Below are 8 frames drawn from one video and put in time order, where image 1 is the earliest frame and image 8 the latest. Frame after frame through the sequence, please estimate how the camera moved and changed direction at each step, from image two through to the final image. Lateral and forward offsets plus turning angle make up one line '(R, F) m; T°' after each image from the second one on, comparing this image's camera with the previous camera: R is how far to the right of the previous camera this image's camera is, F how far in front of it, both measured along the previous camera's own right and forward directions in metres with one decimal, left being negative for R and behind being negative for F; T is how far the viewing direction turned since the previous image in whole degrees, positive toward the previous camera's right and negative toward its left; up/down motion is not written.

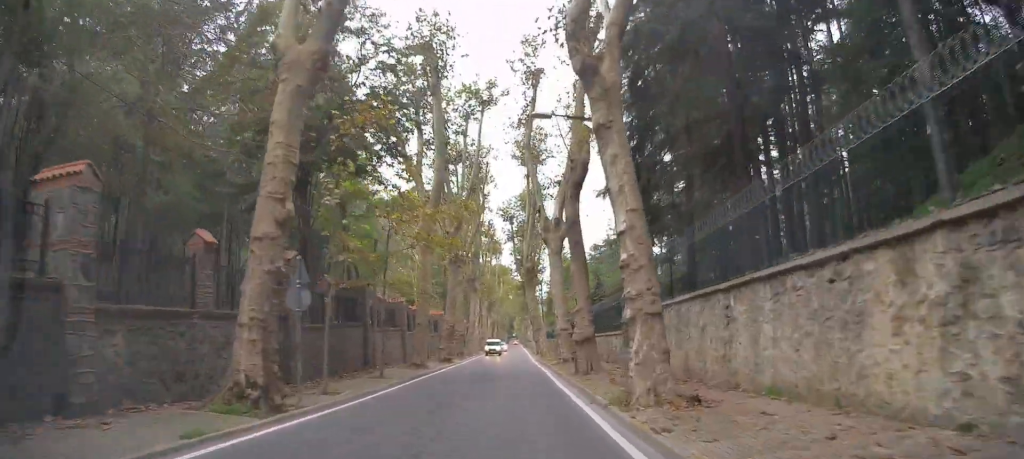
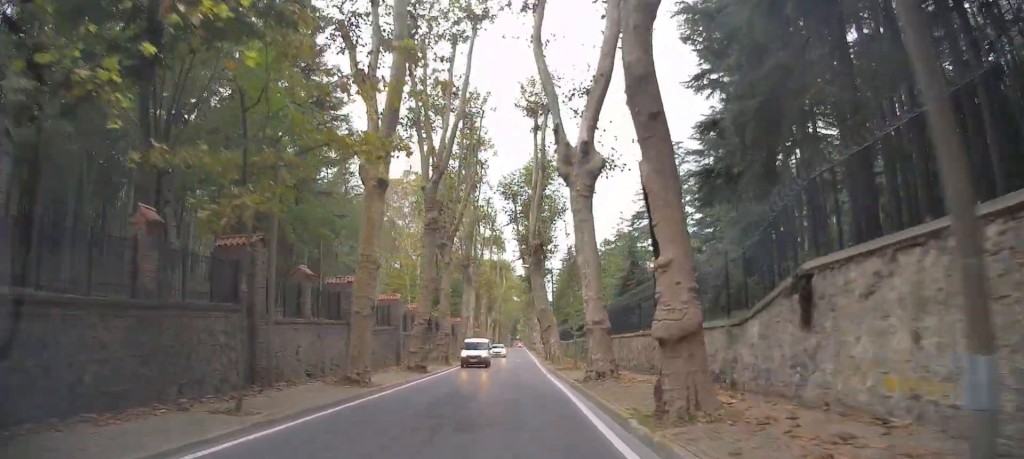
(-0.1, +12.2) m; +1°
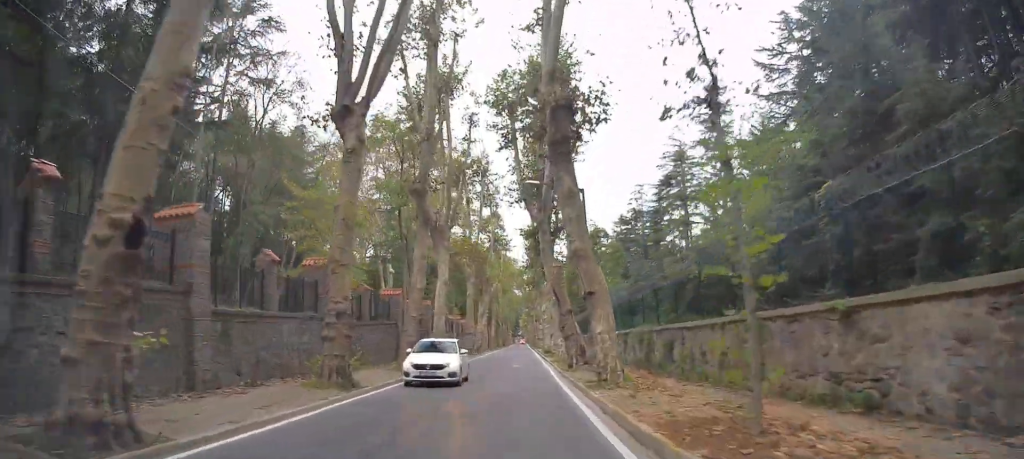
(+0.6, +23.0) m; +3°
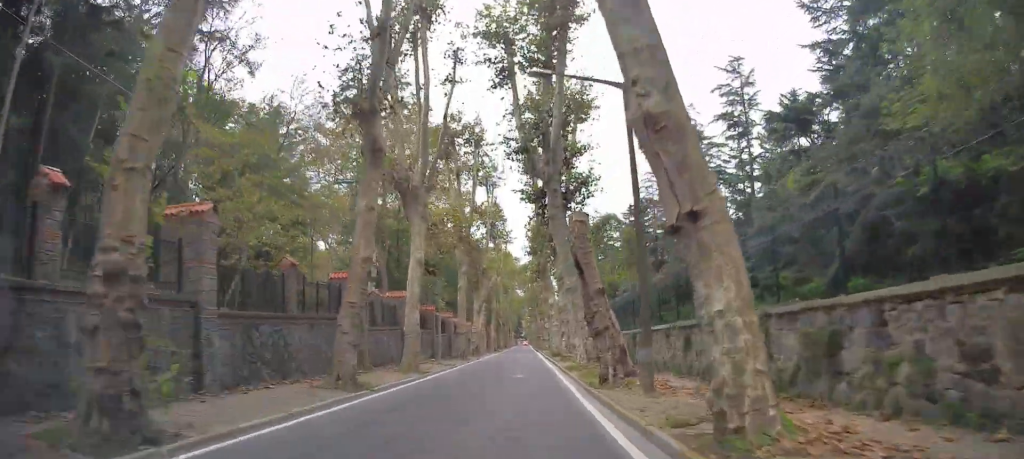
(0.0, +9.5) m; -1°
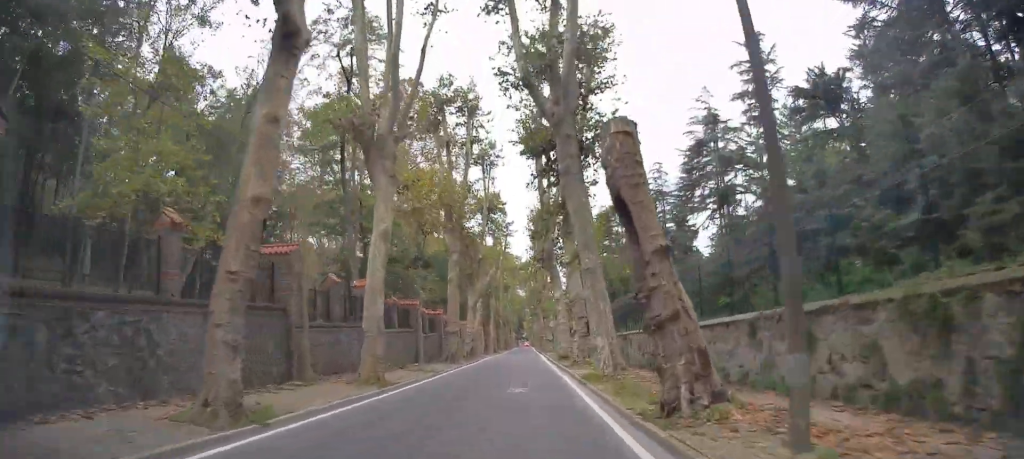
(-0.4, +7.0) m; -1°
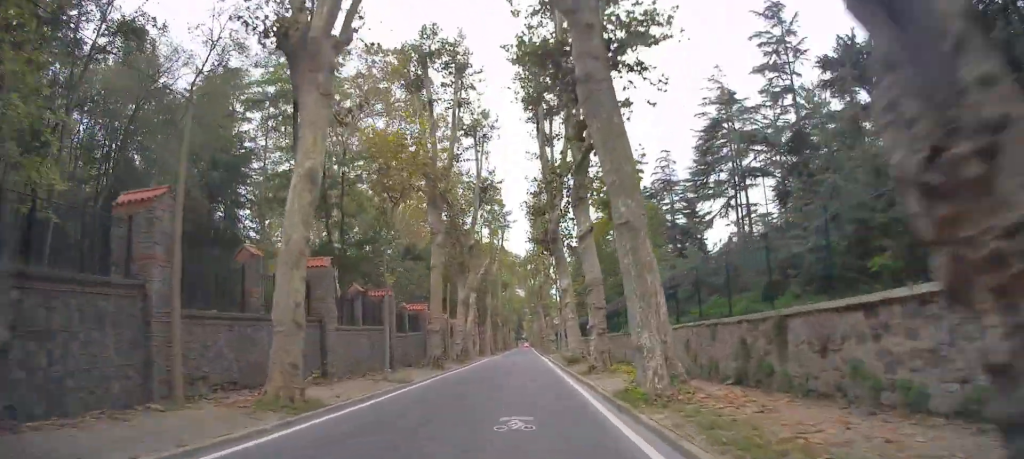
(+0.3, +7.1) m; +2°
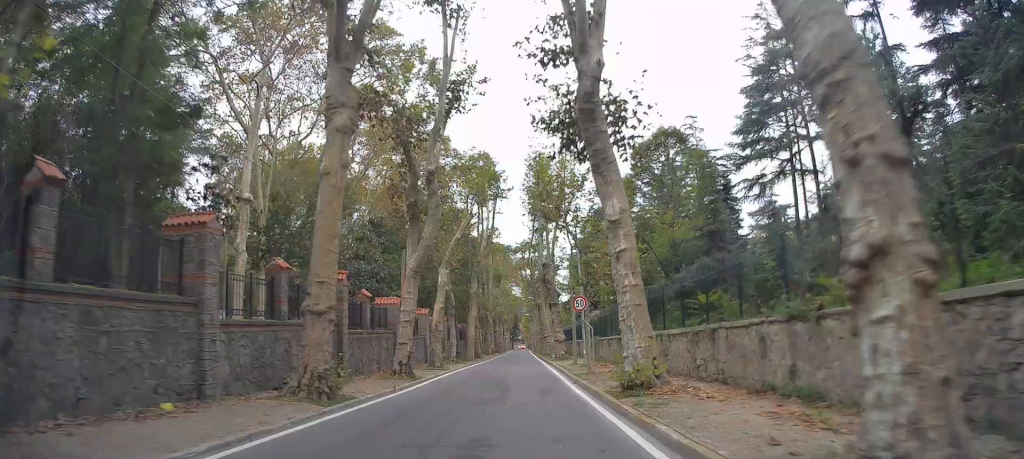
(+0.3, +17.7) m; +1°
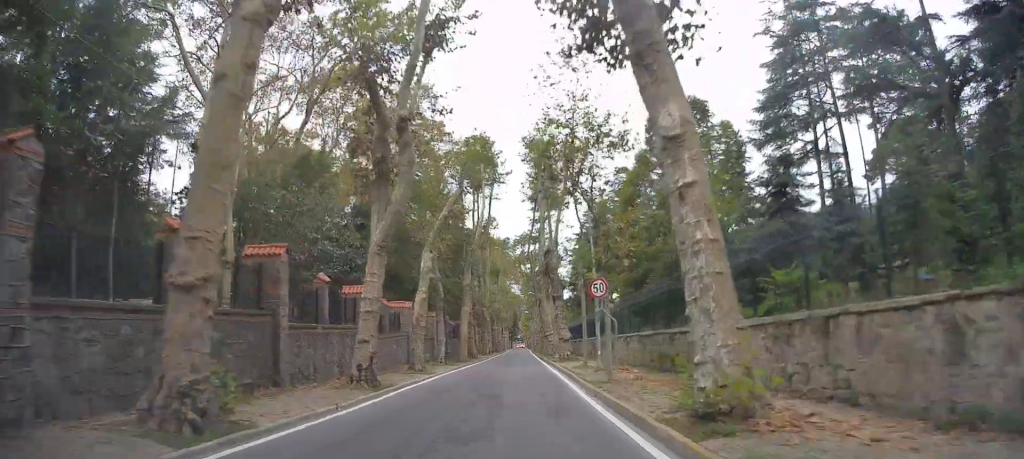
(+0.1, +5.8) m; -1°
